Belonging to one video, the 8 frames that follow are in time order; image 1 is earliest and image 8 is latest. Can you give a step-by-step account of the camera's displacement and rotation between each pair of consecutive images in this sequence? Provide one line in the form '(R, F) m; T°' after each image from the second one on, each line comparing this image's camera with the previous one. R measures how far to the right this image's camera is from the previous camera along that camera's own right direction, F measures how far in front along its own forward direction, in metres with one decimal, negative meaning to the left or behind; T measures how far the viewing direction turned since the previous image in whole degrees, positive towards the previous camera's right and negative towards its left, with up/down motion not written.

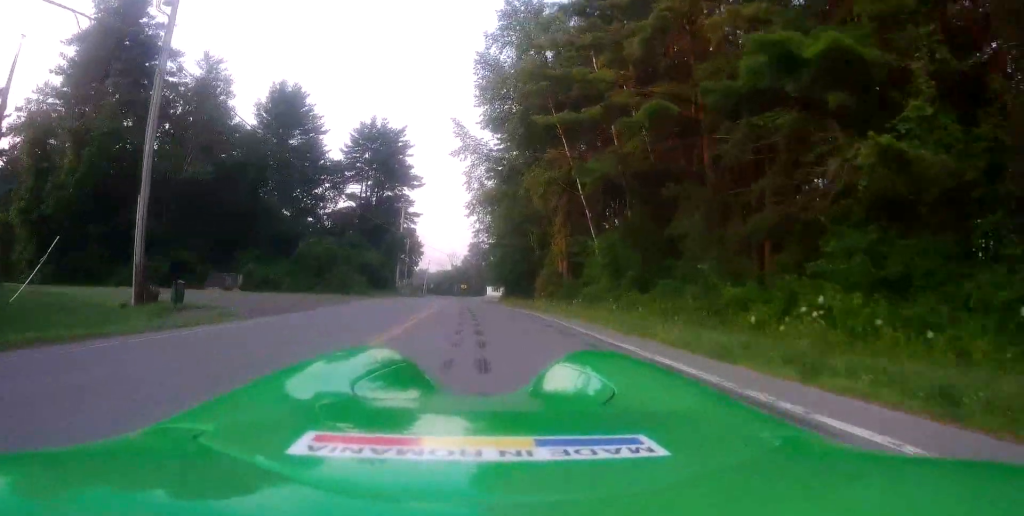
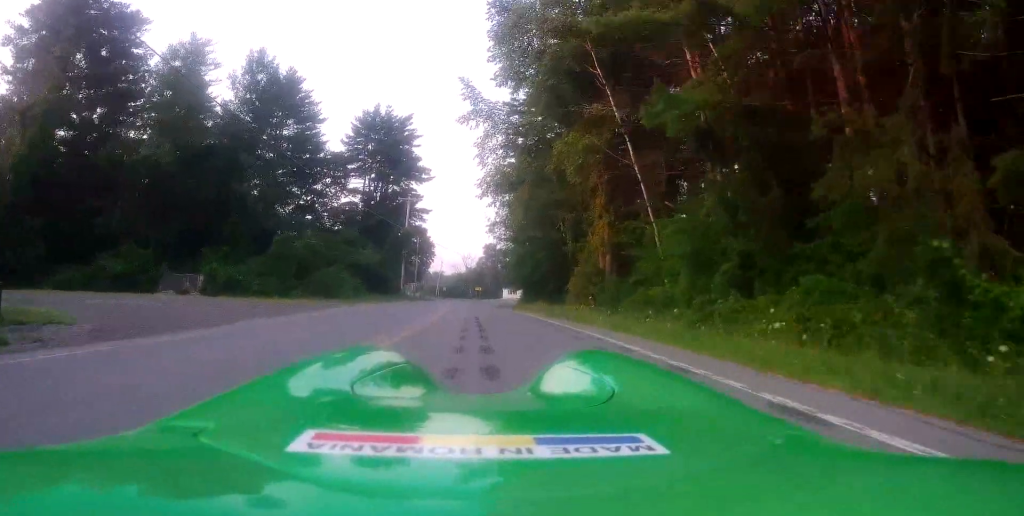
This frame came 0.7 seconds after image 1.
(-0.2, +8.3) m; -2°
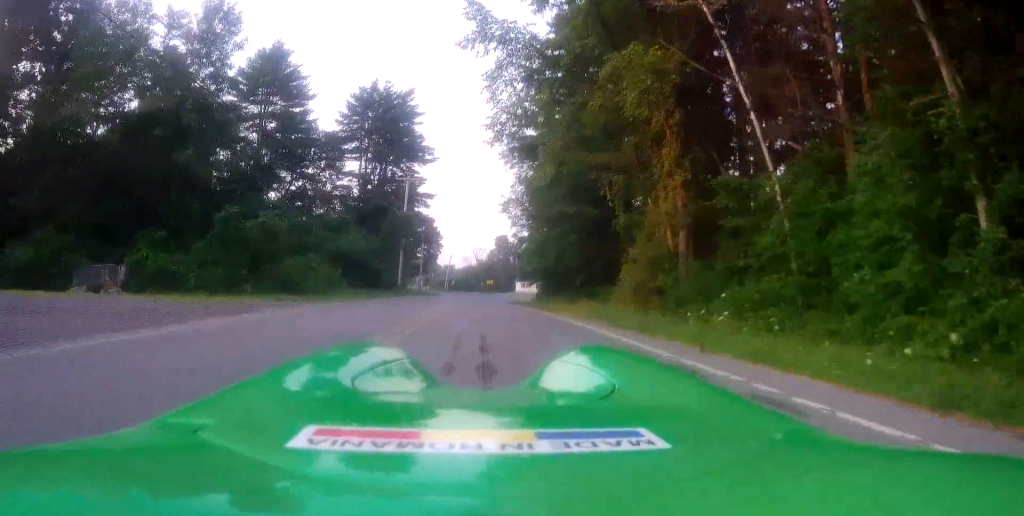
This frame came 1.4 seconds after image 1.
(-0.2, +9.2) m; -1°
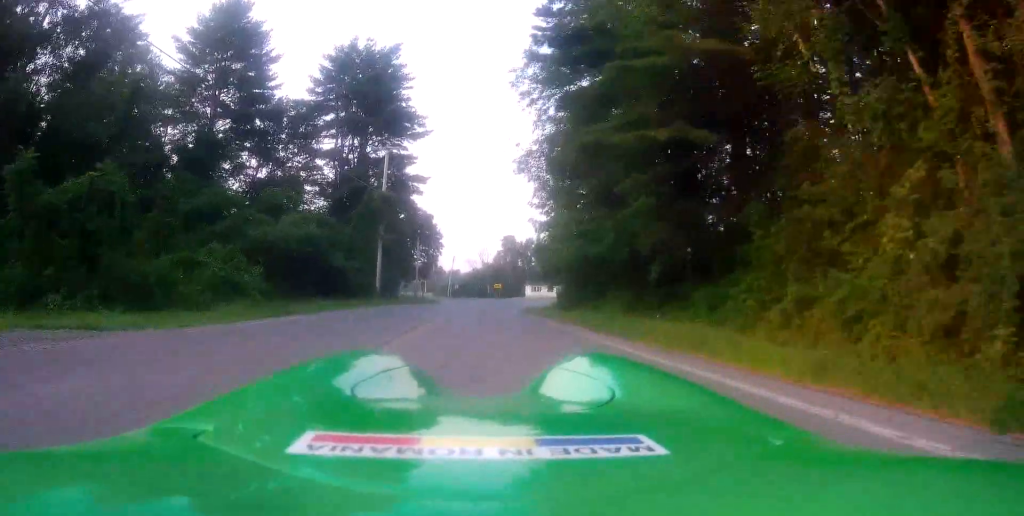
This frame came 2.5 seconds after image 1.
(0.0, +13.0) m; 0°
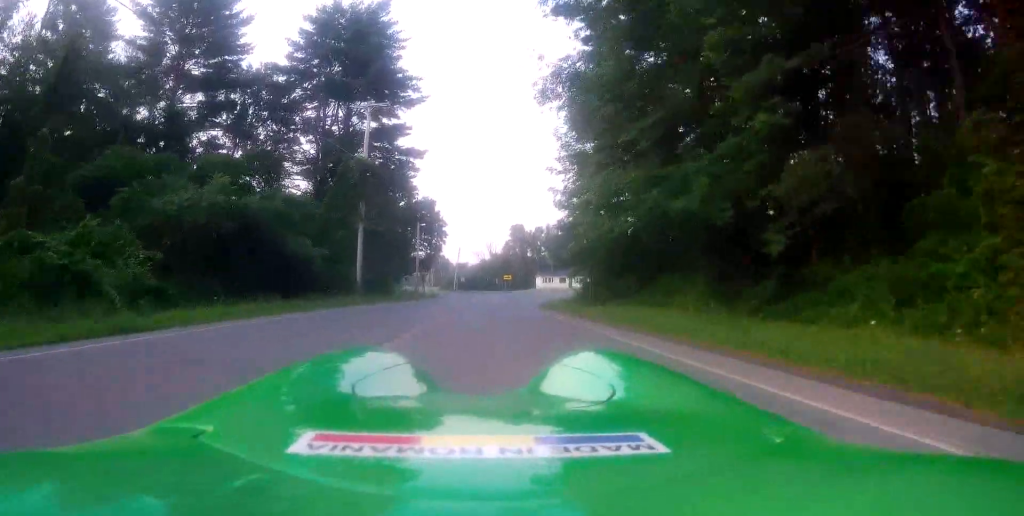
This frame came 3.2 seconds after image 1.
(0.0, +7.9) m; 0°
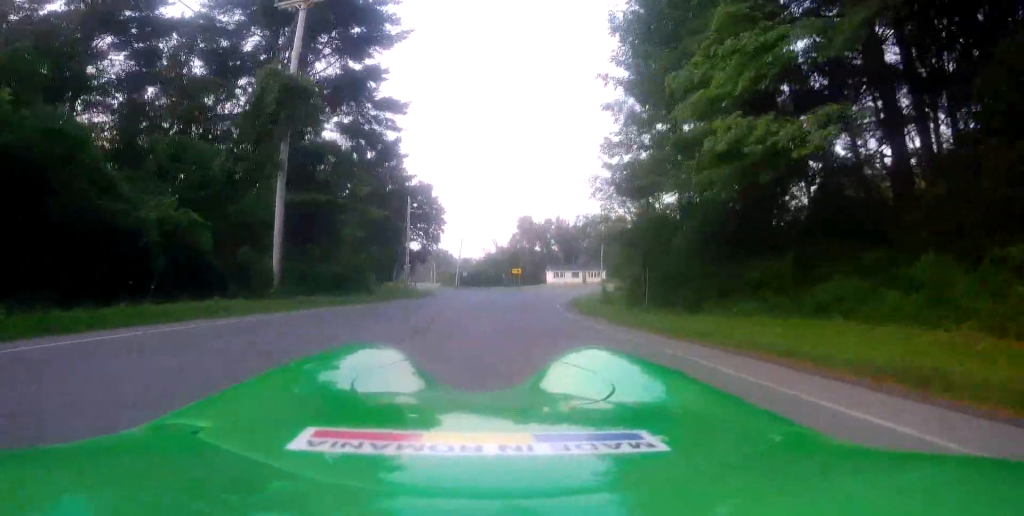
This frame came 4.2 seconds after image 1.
(0.0, +12.8) m; +2°
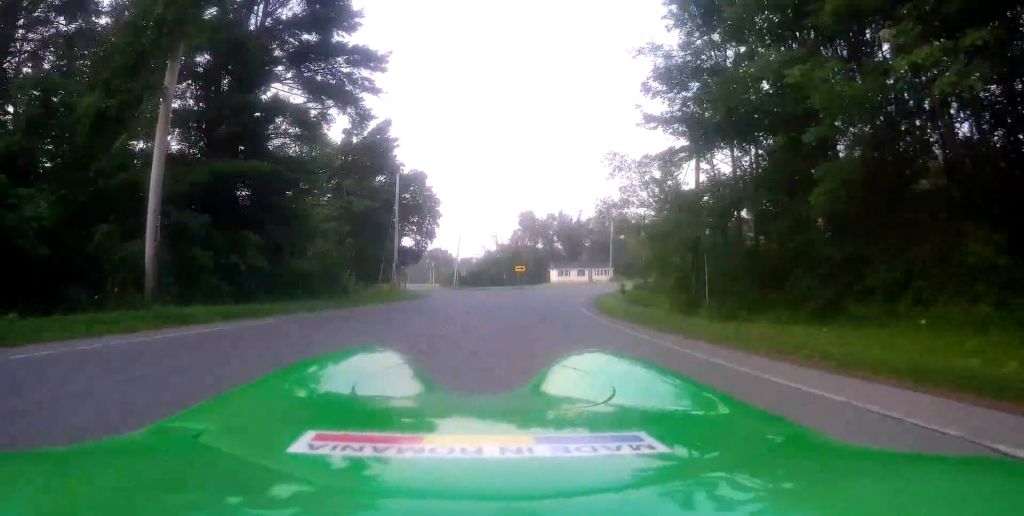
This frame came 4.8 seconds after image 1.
(+0.2, +6.8) m; -1°
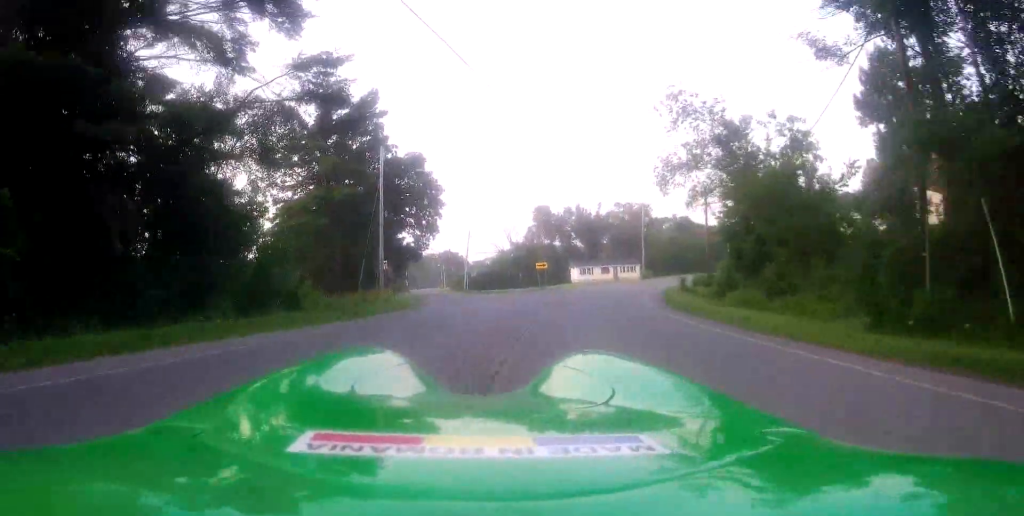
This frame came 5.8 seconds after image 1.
(-0.3, +11.8) m; -2°
